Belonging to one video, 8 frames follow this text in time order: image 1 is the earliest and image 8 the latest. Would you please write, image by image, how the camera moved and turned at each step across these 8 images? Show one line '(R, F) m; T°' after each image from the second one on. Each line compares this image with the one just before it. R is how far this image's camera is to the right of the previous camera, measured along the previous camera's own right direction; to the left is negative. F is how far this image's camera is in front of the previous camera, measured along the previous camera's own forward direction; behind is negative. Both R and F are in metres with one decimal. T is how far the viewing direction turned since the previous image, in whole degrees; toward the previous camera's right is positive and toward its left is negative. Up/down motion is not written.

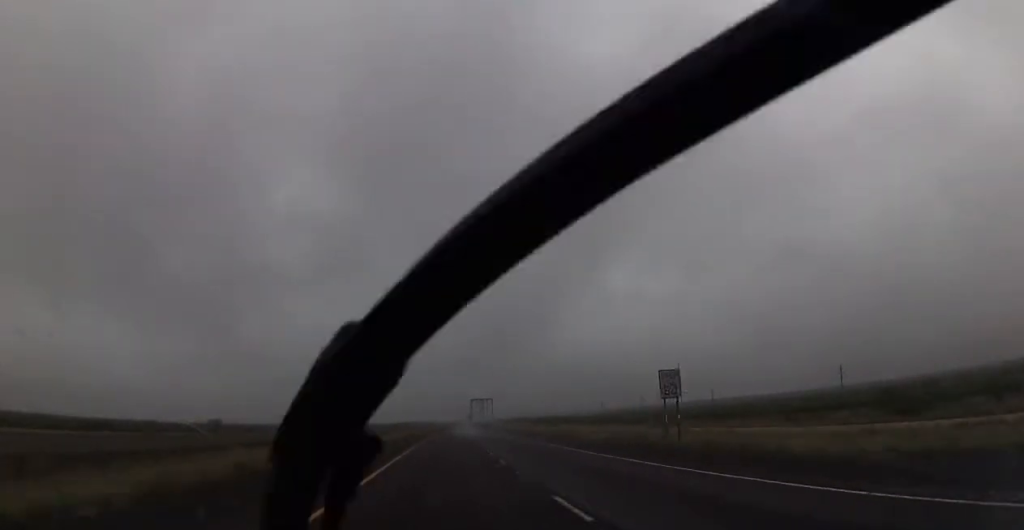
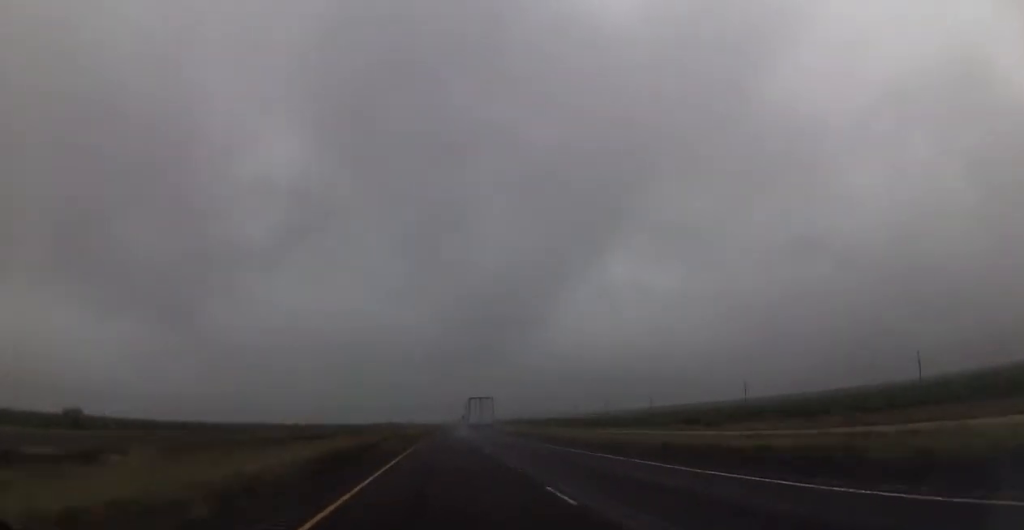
(+0.3, +59.6) m; 0°
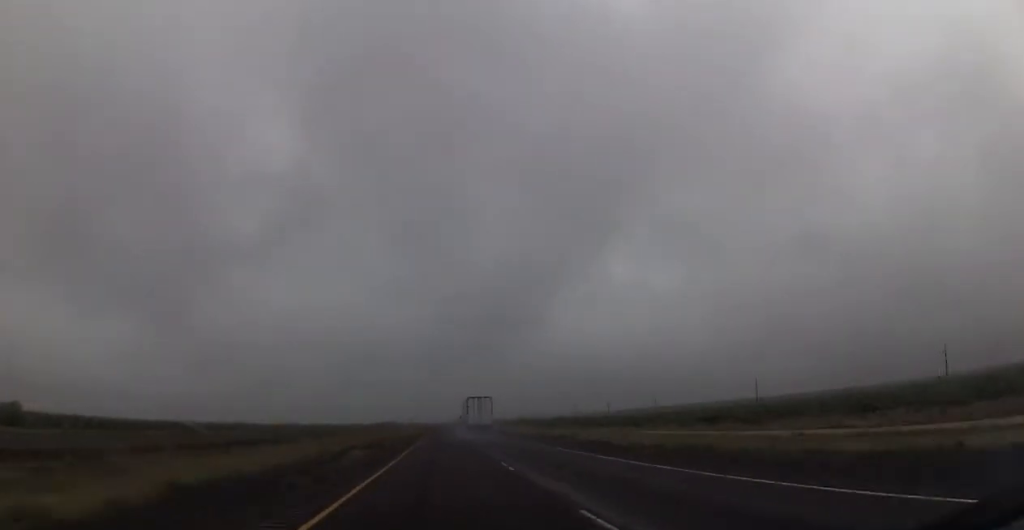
(-0.4, +15.8) m; 0°
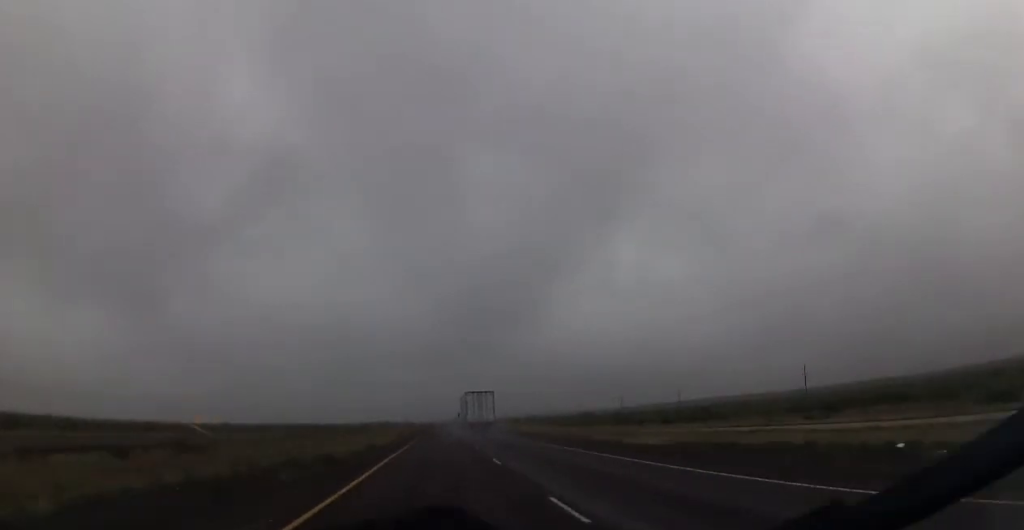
(+1.2, +47.4) m; +1°
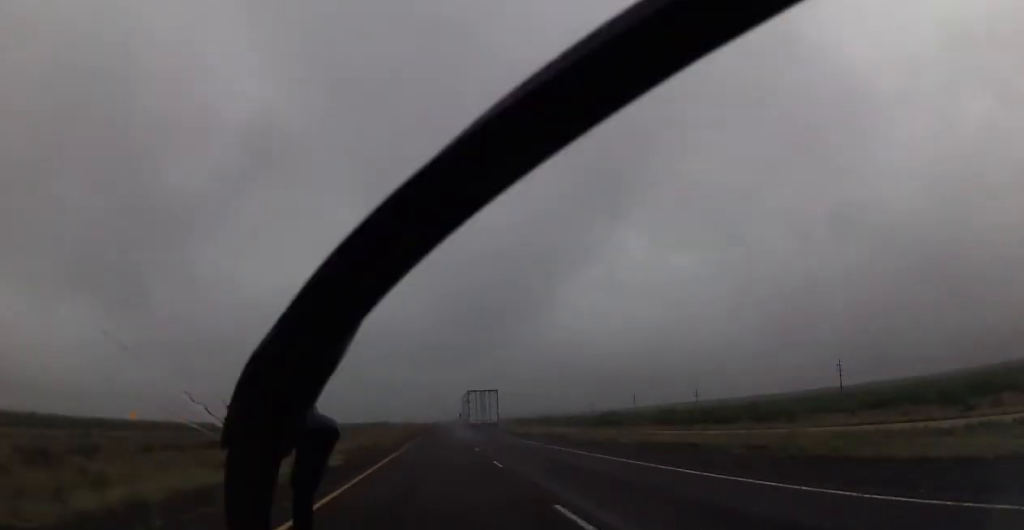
(-0.2, +25.6) m; 0°
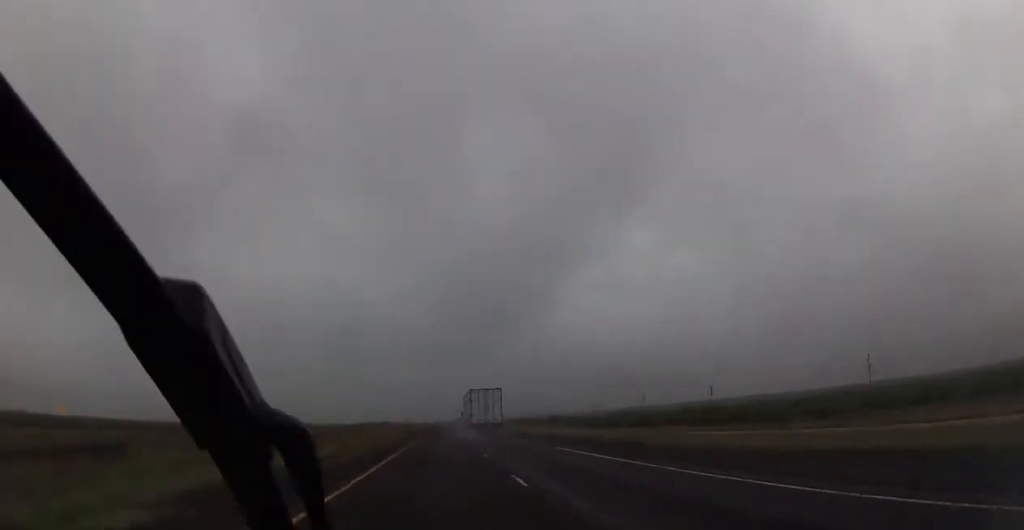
(0.0, +18.3) m; 0°
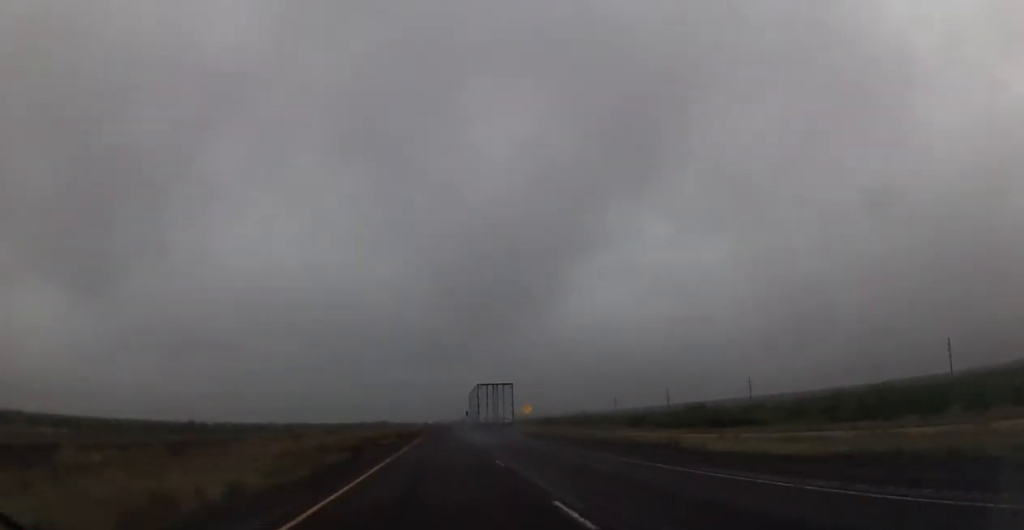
(0.0, +42.6) m; 0°
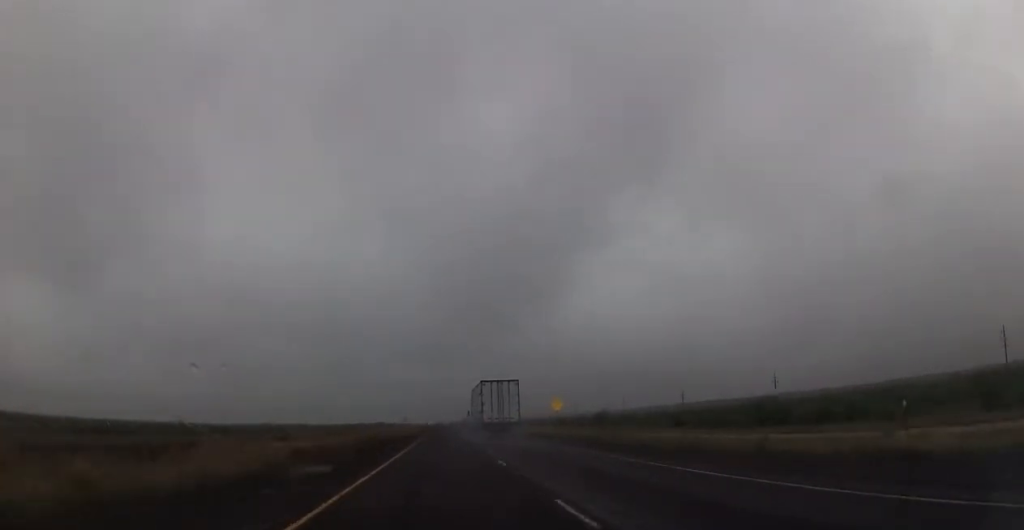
(0.0, +24.3) m; 0°
